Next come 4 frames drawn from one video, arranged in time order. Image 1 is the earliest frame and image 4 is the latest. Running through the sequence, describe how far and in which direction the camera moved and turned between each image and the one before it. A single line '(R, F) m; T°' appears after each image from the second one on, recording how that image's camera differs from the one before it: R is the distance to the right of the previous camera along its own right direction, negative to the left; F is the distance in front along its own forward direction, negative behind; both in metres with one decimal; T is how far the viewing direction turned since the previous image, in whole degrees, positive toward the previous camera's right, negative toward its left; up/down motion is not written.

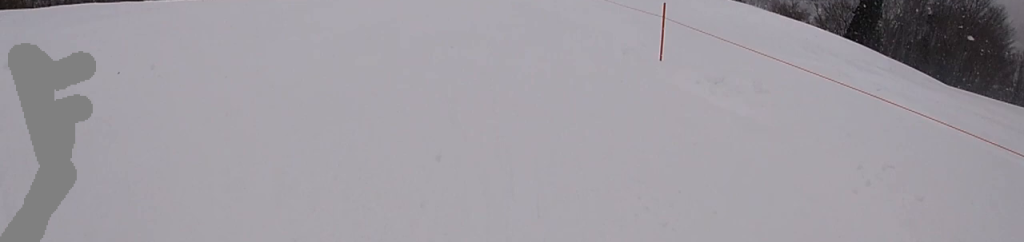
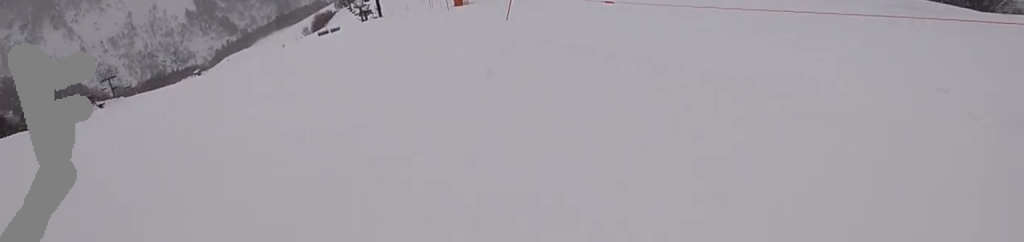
(+1.0, +8.5) m; +20°
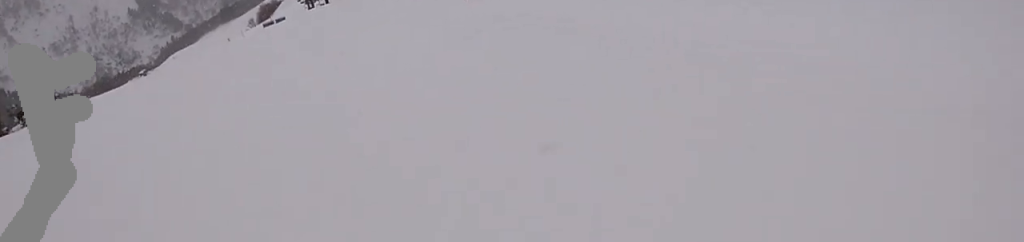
(+0.3, +1.6) m; -2°
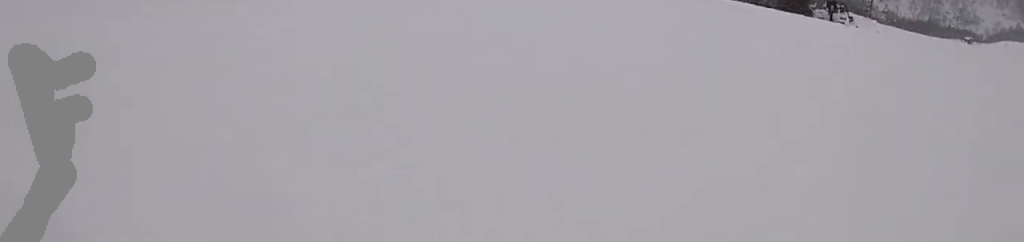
(-2.9, +6.0) m; -17°
